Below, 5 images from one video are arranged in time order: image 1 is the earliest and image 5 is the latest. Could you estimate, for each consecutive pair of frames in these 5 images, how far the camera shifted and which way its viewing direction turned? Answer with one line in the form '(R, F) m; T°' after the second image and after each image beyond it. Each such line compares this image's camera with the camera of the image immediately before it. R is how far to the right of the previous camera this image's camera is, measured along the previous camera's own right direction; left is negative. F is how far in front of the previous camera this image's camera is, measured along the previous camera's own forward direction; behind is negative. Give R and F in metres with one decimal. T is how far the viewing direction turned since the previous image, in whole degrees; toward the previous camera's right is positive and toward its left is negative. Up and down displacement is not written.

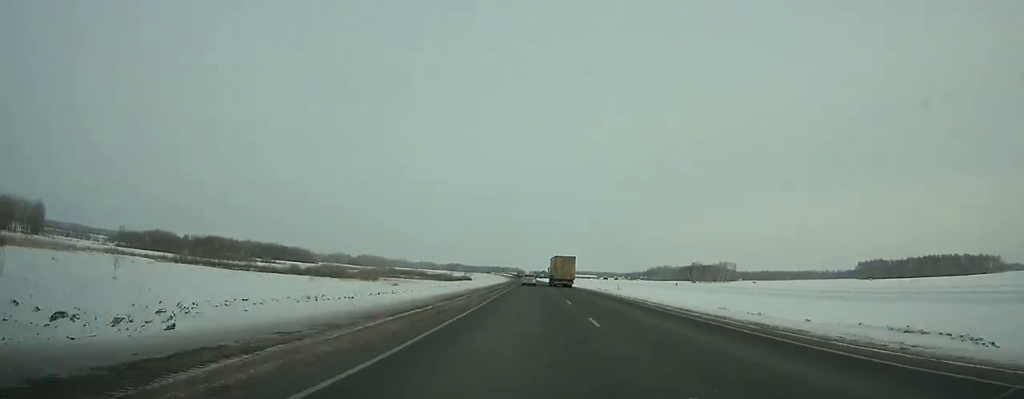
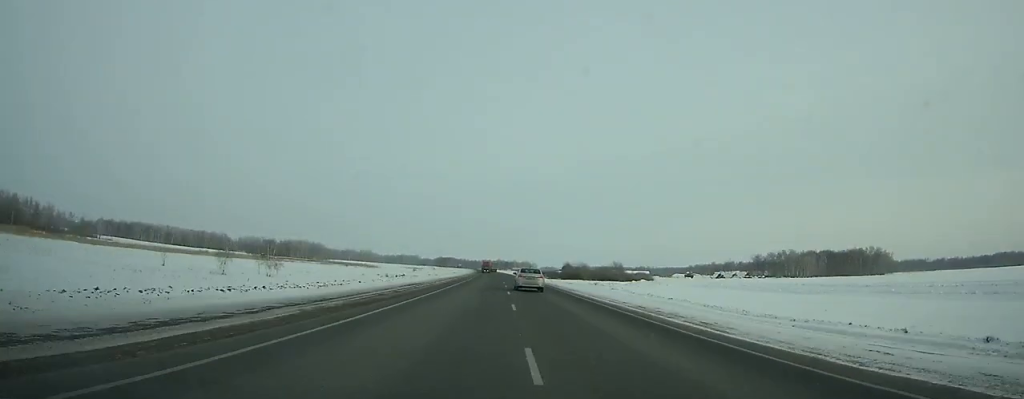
(-5.5, +353.3) m; -2°
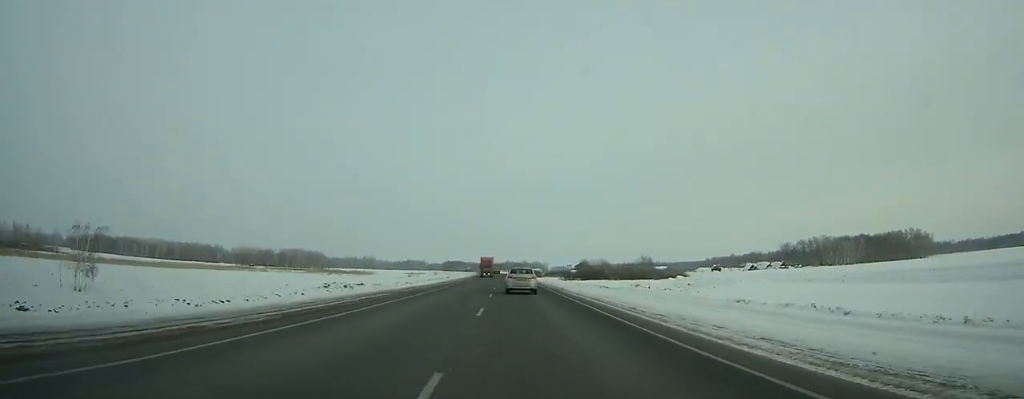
(-0.2, +37.8) m; -1°
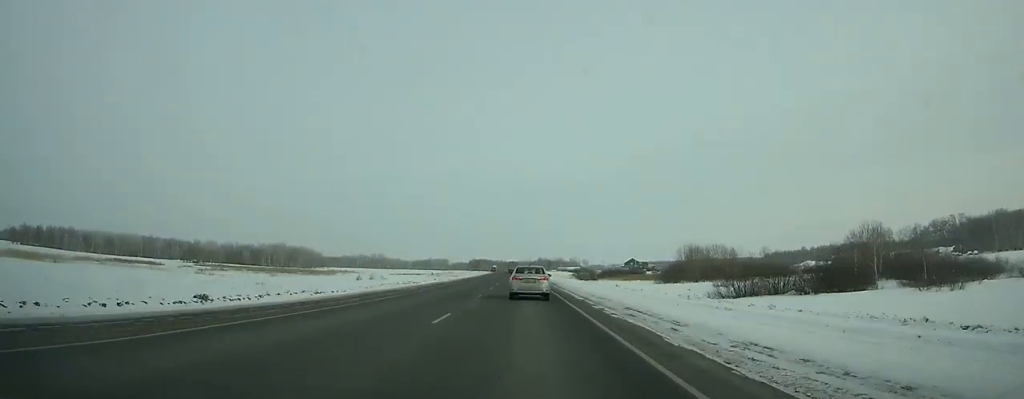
(-2.5, +122.5) m; -3°
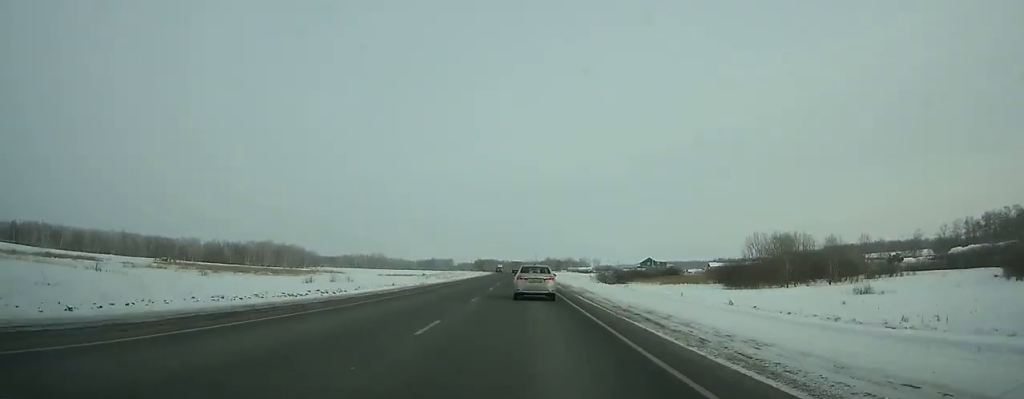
(-0.5, +38.0) m; -1°
